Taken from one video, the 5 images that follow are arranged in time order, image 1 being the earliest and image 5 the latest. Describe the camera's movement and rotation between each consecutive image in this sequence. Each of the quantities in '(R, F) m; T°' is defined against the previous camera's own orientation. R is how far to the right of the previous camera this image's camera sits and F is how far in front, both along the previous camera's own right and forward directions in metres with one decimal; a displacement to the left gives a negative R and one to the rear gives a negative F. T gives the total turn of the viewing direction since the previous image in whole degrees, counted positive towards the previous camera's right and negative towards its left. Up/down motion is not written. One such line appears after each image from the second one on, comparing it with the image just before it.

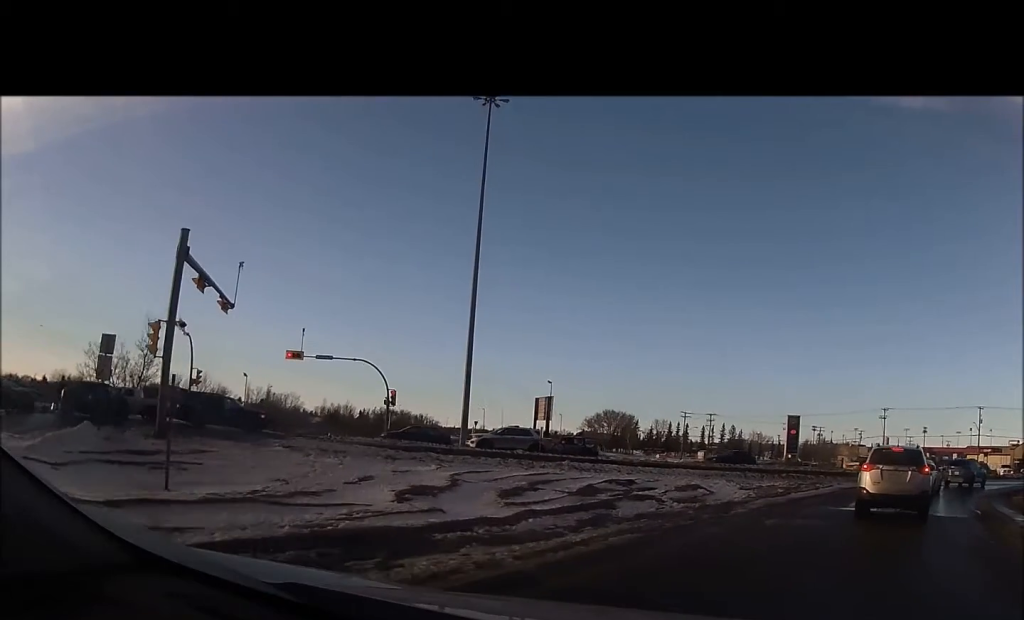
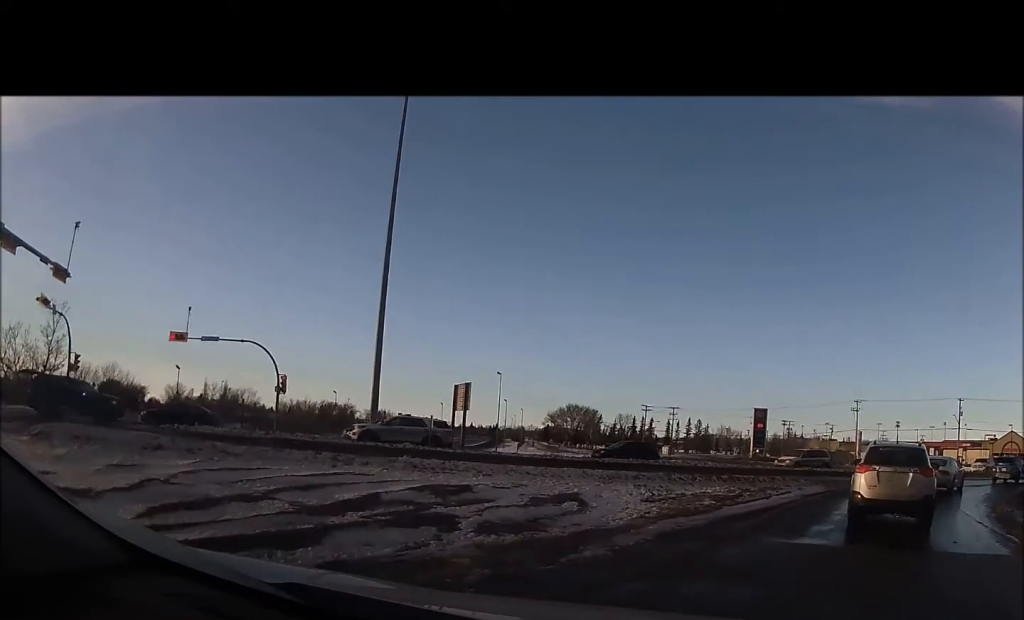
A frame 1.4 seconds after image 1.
(+0.1, +6.6) m; 0°
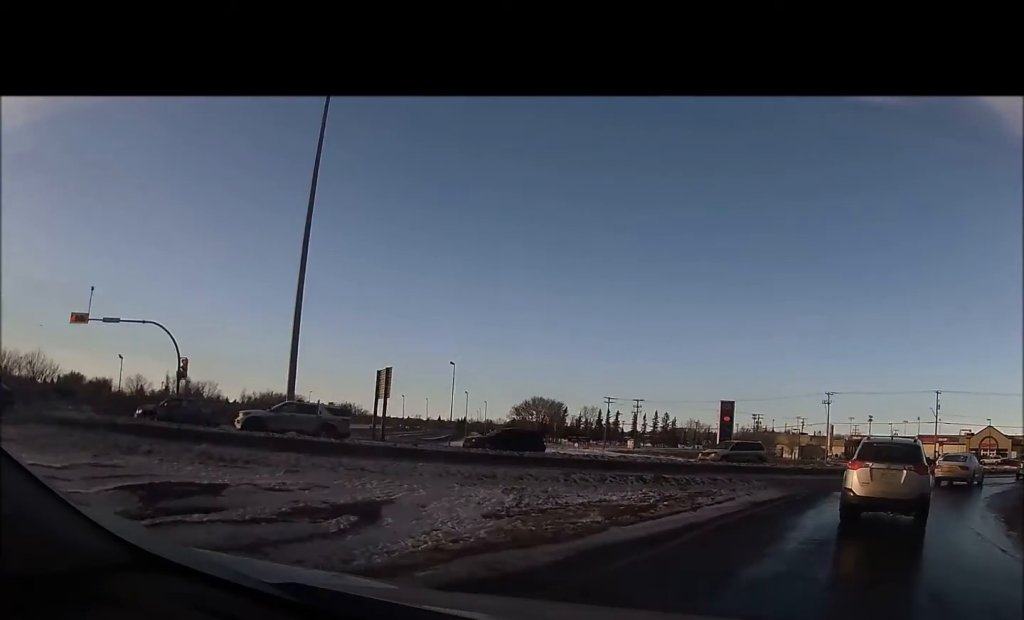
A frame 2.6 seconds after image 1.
(-0.1, +5.4) m; +3°
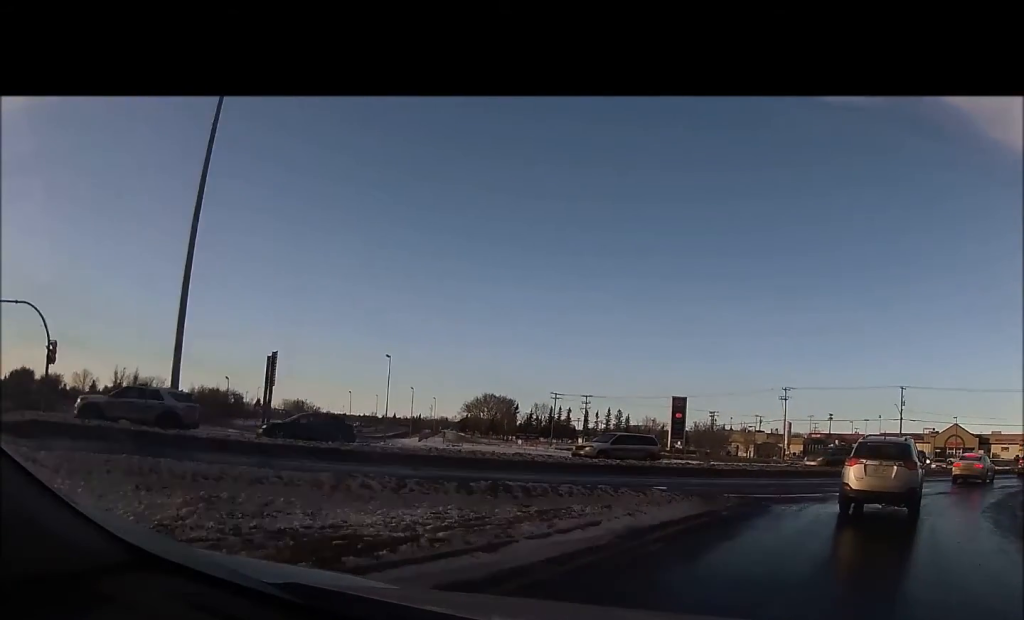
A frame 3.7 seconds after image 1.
(+0.4, +5.2) m; +8°
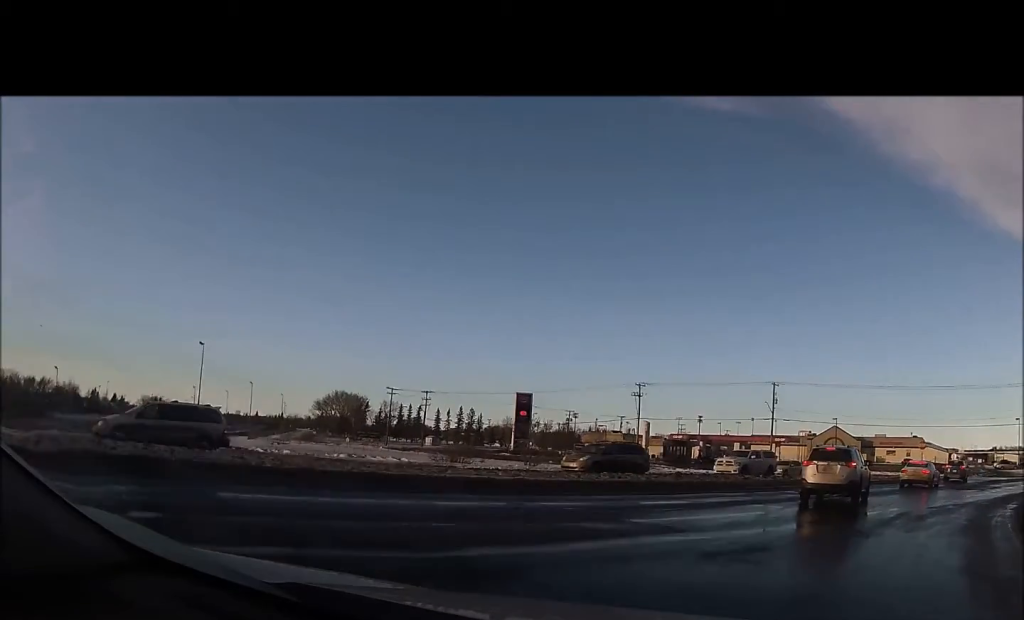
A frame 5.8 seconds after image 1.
(+1.0, +11.7) m; +11°
